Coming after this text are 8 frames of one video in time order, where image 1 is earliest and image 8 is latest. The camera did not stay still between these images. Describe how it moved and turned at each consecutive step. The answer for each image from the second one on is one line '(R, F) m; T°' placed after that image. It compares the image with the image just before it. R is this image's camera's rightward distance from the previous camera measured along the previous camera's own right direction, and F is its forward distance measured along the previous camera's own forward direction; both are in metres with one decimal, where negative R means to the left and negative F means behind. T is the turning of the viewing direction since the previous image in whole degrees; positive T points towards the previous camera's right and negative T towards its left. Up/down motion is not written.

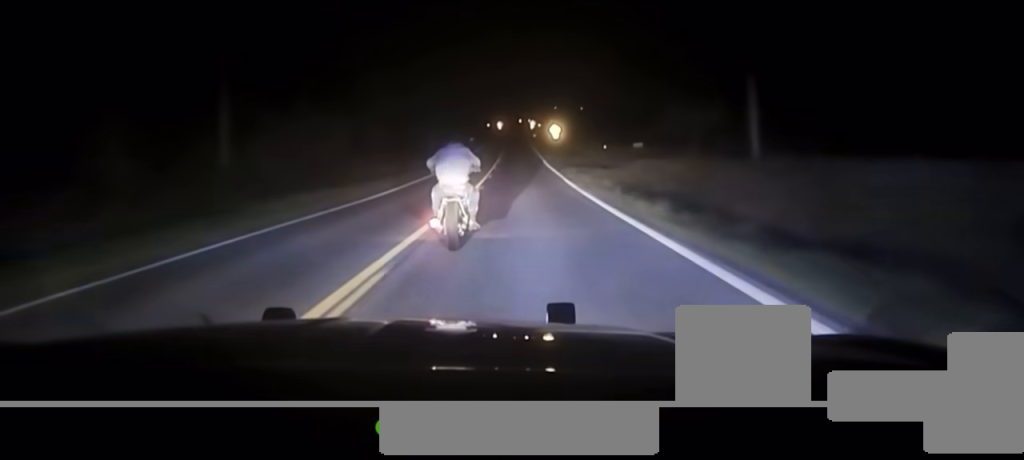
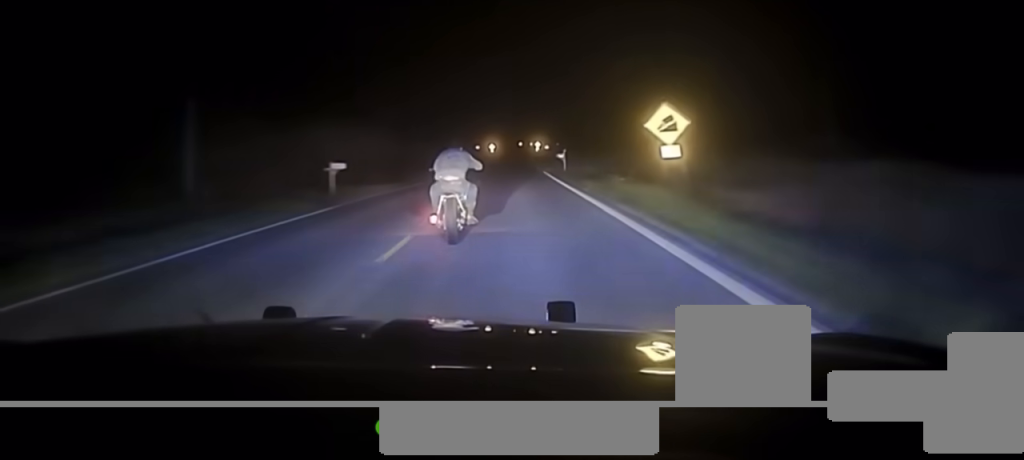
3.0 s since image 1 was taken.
(-0.2, +114.2) m; 0°
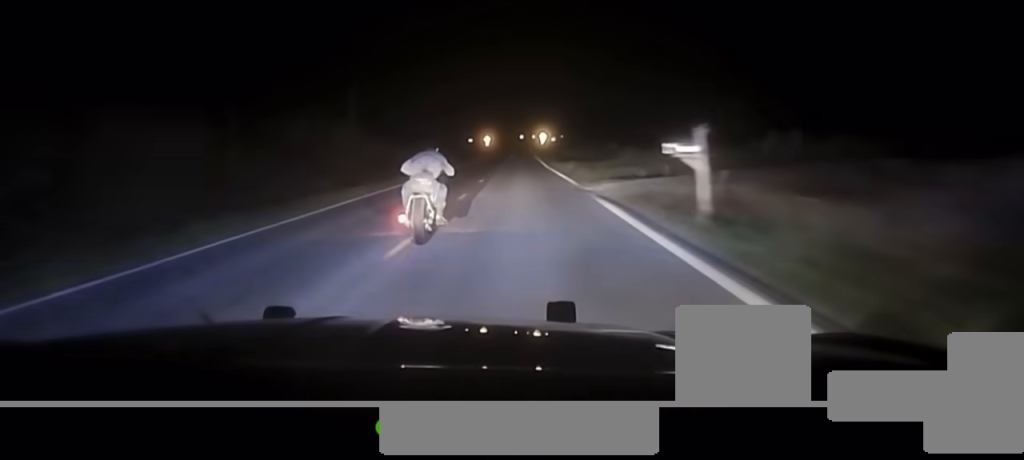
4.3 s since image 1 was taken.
(+0.1, +48.2) m; 0°
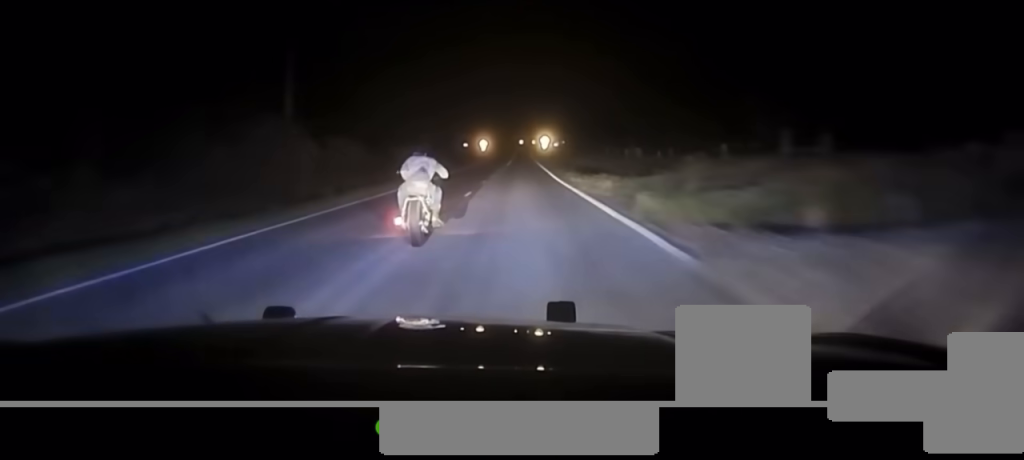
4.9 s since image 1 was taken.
(-0.1, +19.1) m; 0°
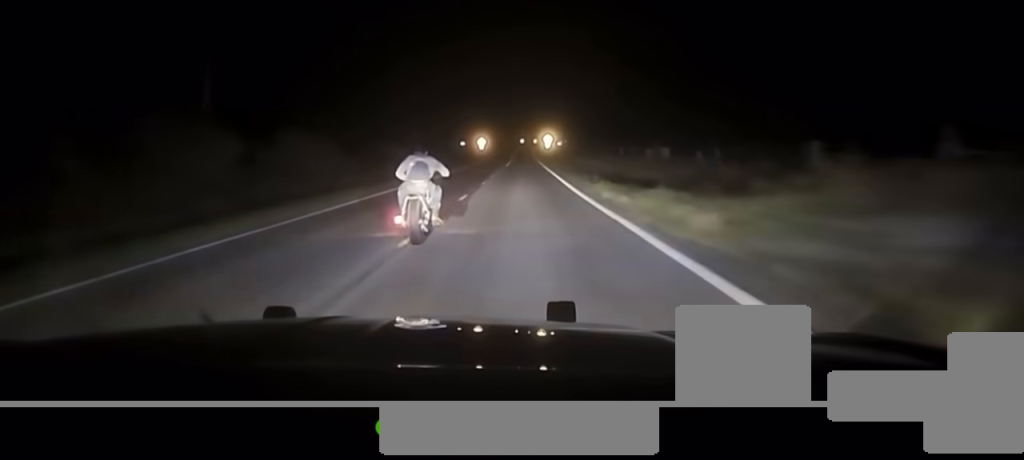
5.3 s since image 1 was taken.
(0.0, +13.4) m; 0°
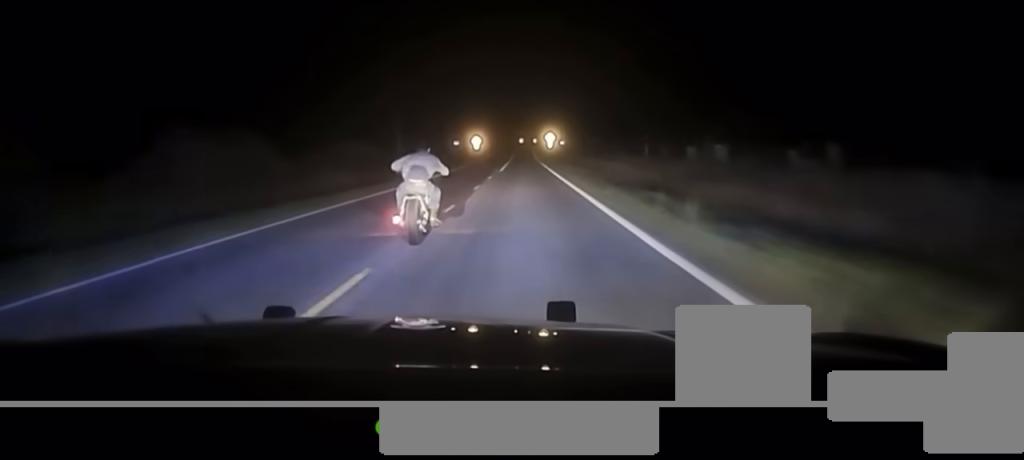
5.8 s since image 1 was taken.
(0.0, +15.5) m; 0°
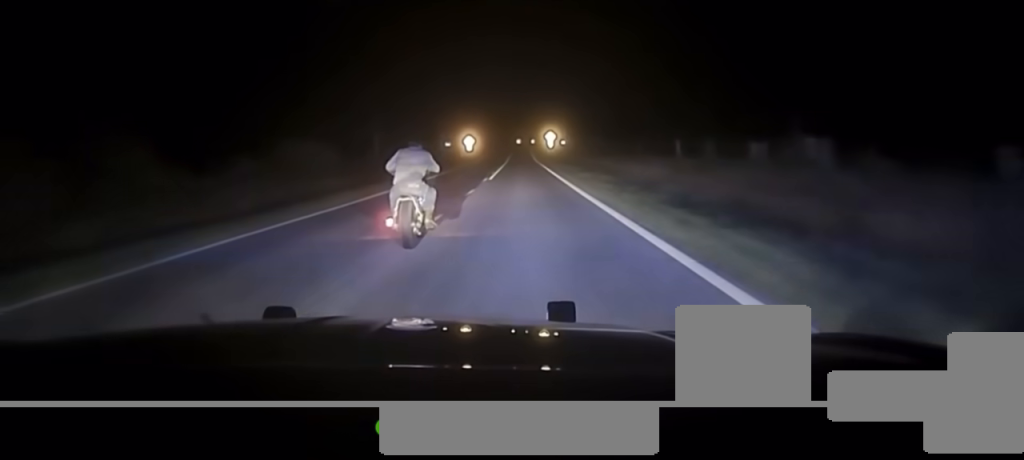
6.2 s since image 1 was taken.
(0.0, +13.6) m; 0°
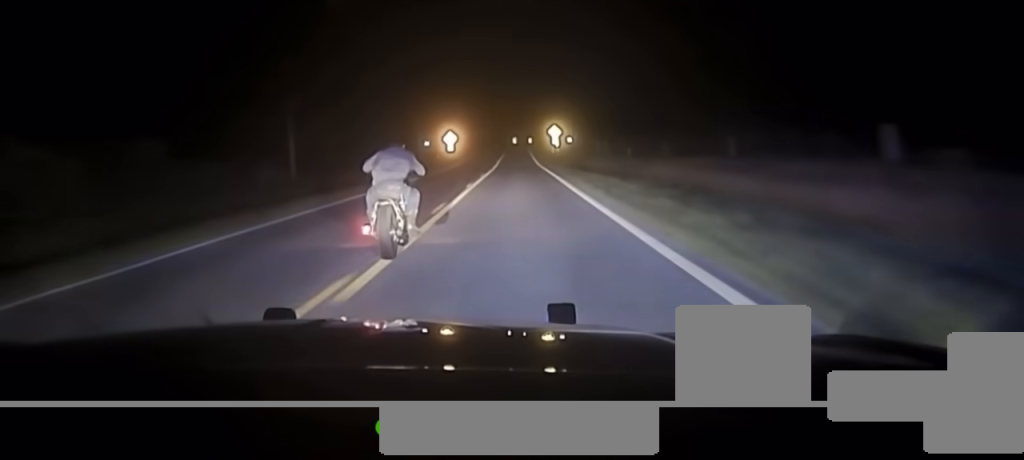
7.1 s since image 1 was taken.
(0.0, +28.5) m; 0°
